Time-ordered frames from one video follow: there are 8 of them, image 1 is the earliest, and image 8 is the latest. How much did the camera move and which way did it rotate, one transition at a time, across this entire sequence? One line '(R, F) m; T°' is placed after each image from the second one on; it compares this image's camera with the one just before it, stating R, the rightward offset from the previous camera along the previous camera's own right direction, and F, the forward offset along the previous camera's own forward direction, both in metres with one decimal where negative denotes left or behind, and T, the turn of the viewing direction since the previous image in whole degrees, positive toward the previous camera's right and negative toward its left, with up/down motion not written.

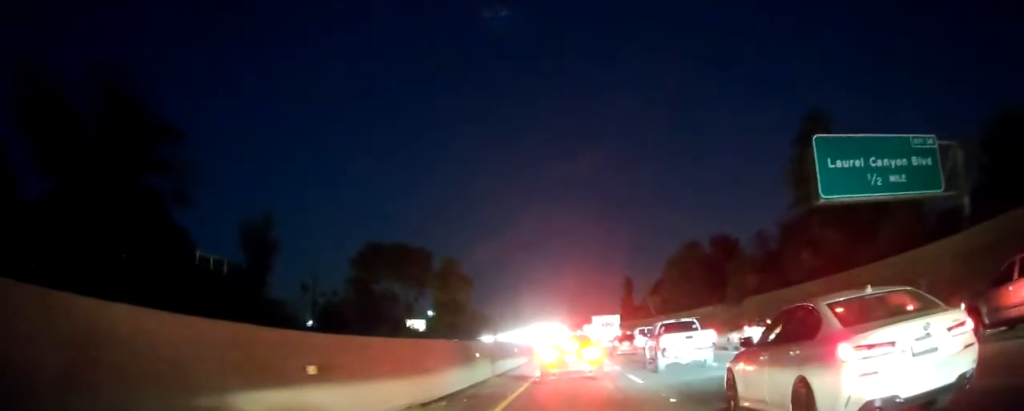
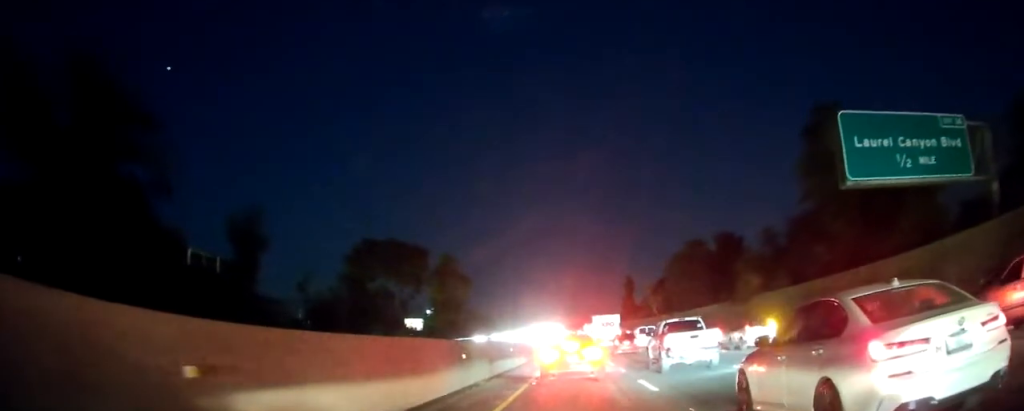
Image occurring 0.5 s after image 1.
(0.0, +3.2) m; 0°
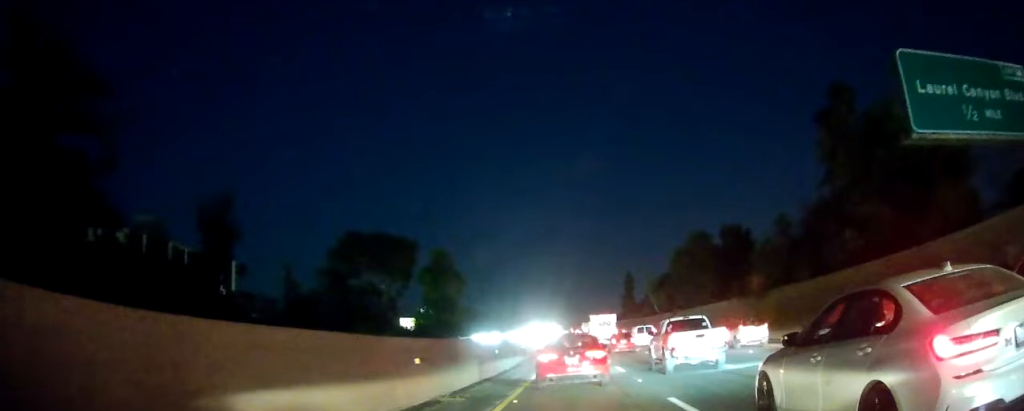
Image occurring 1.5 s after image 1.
(0.0, +6.2) m; 0°
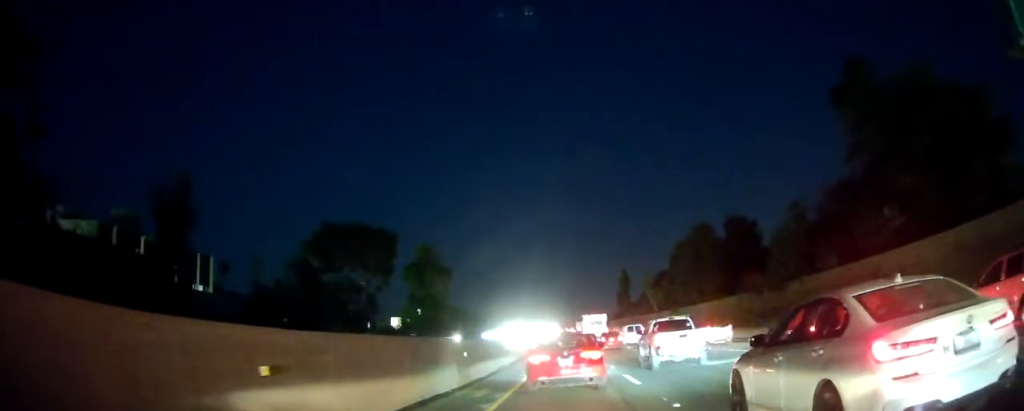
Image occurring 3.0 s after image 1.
(+0.2, +8.1) m; +2°
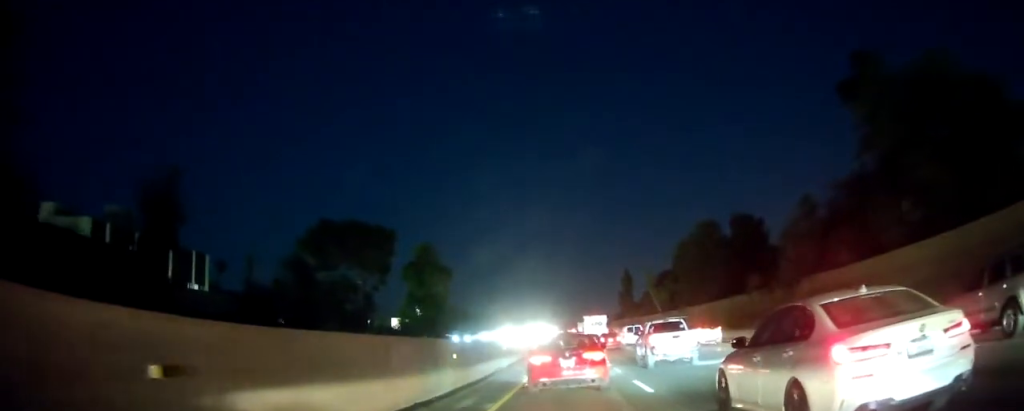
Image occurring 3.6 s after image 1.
(+0.1, +2.6) m; 0°
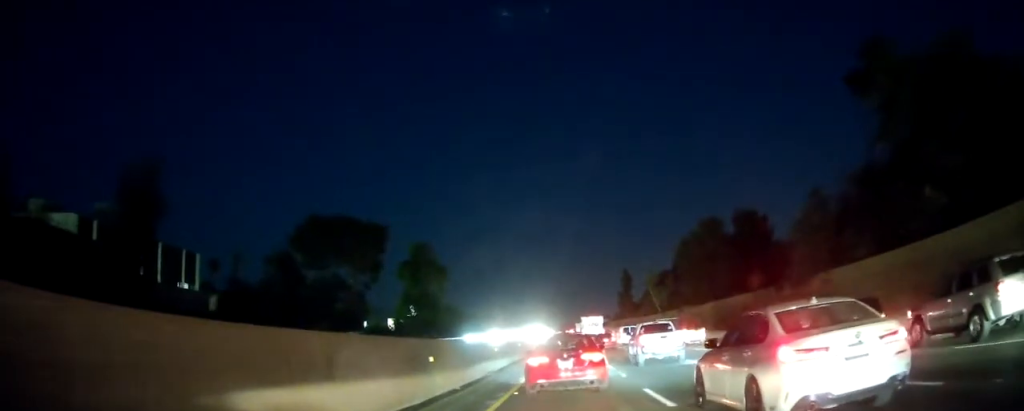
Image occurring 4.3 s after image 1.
(-0.1, +3.0) m; -2°
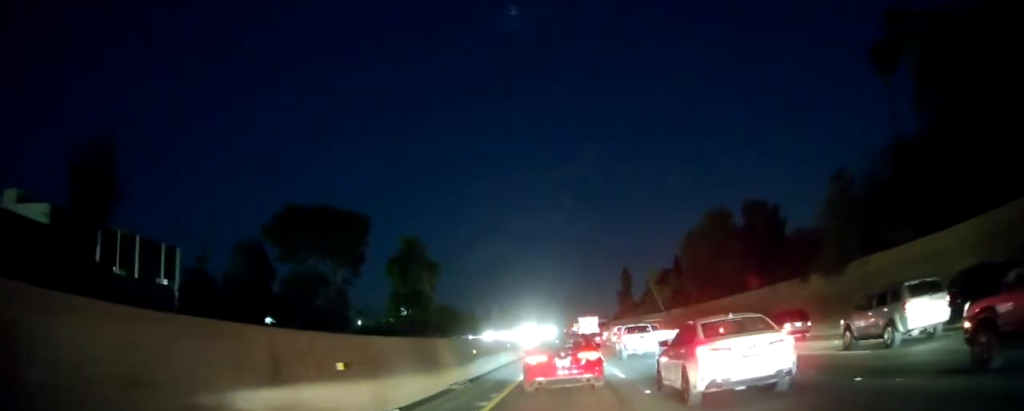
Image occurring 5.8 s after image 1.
(0.0, +6.4) m; +1°
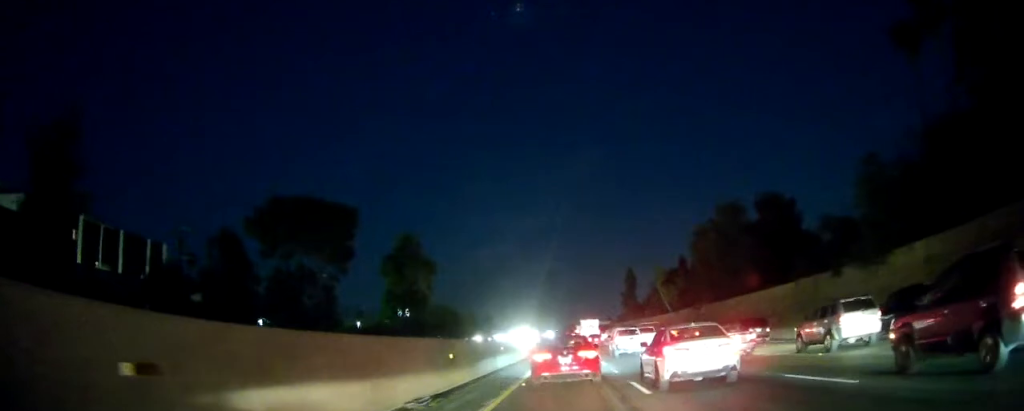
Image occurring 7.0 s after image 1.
(+0.2, +4.9) m; +2°
